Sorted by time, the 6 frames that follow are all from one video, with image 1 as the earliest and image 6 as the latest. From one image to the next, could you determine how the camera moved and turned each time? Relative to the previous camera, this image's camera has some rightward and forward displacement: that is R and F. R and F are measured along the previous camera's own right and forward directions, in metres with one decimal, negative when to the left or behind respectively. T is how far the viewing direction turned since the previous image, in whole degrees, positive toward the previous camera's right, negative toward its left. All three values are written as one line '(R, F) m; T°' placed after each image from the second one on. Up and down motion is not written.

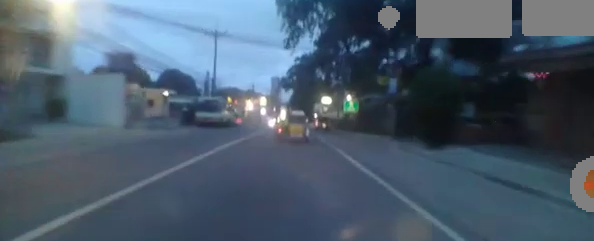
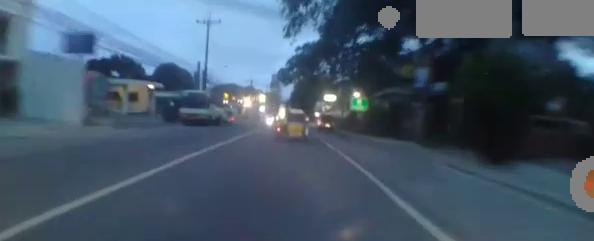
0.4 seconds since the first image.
(0.0, +4.2) m; 0°
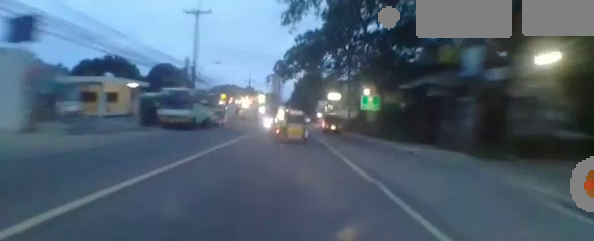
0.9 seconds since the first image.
(0.0, +4.5) m; -1°
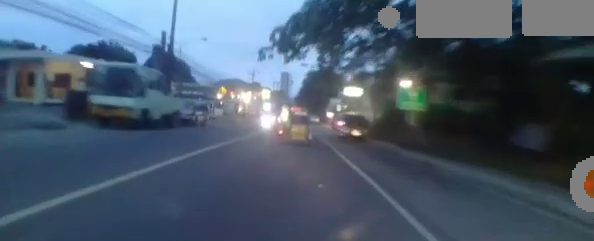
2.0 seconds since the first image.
(-0.2, +9.6) m; -1°
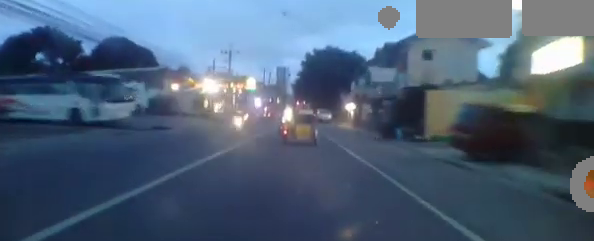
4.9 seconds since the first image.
(+0.9, +25.9) m; +5°
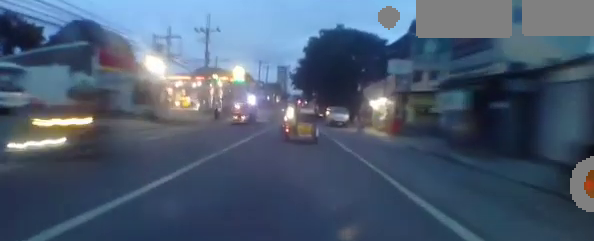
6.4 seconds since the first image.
(+0.3, +13.6) m; +1°
